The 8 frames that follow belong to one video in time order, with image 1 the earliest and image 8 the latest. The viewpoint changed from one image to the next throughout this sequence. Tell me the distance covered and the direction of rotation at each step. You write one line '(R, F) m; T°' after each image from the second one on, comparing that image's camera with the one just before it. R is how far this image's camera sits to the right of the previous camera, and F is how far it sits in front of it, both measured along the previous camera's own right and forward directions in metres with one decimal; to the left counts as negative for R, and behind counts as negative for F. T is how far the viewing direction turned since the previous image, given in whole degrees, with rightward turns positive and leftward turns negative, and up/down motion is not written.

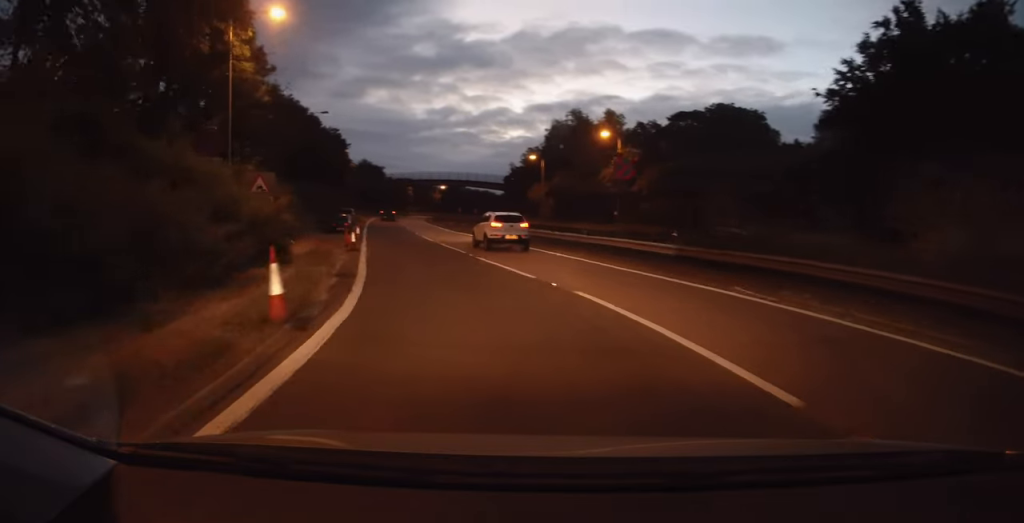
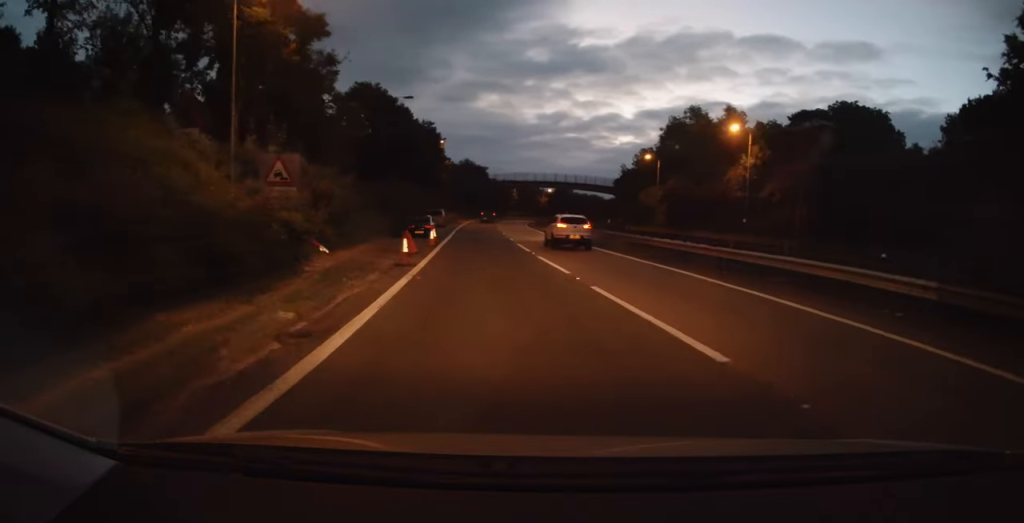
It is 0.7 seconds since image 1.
(-0.8, +7.4) m; -10°
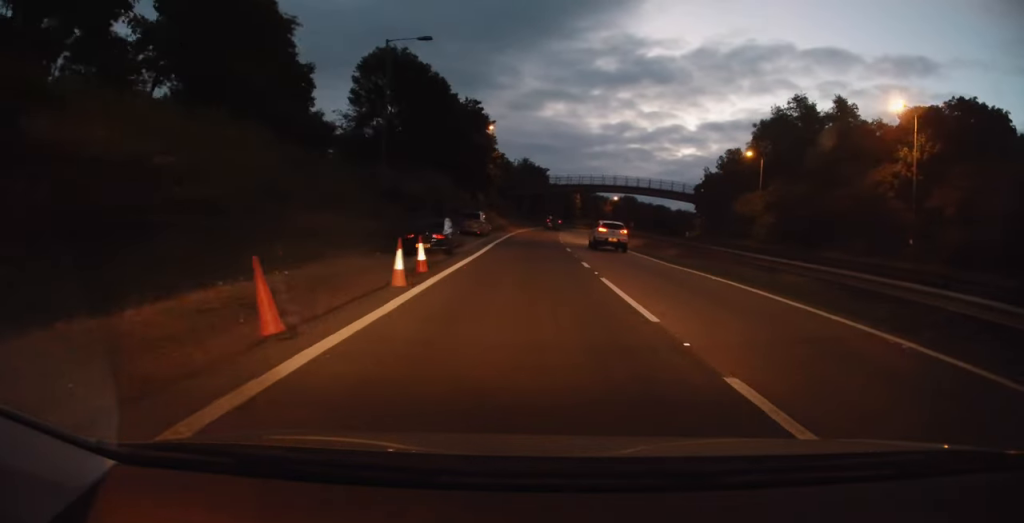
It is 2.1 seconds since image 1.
(-2.1, +15.2) m; -9°
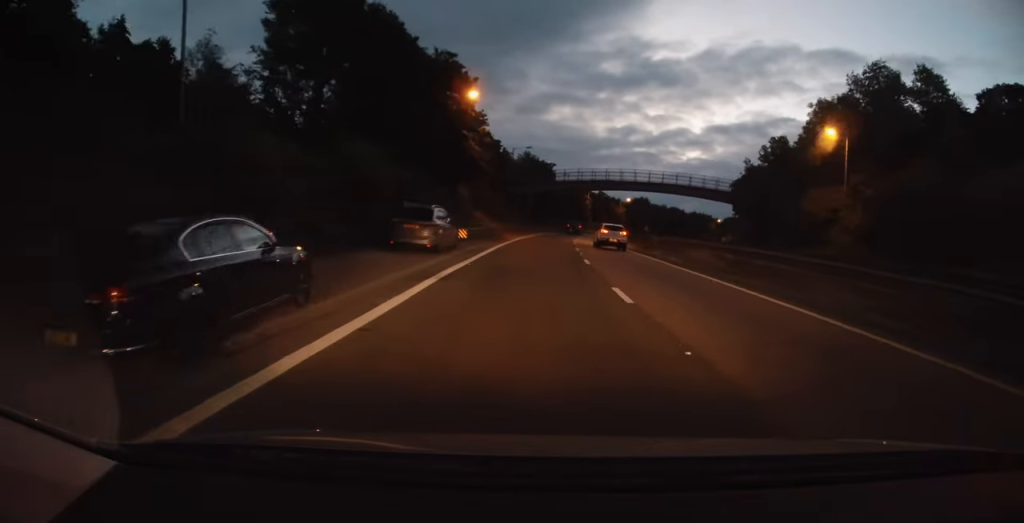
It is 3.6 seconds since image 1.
(+0.2, +16.5) m; +1°
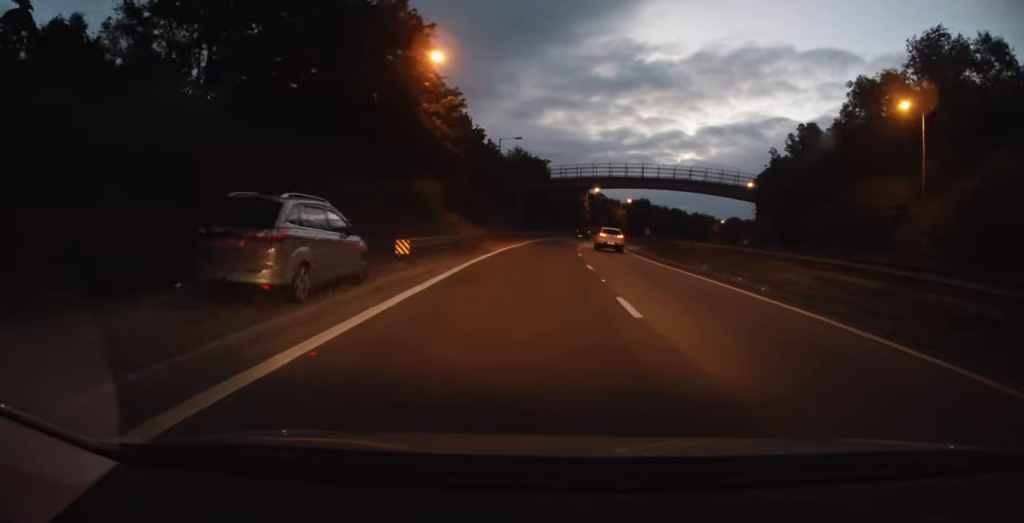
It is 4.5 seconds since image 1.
(0.0, +10.5) m; 0°
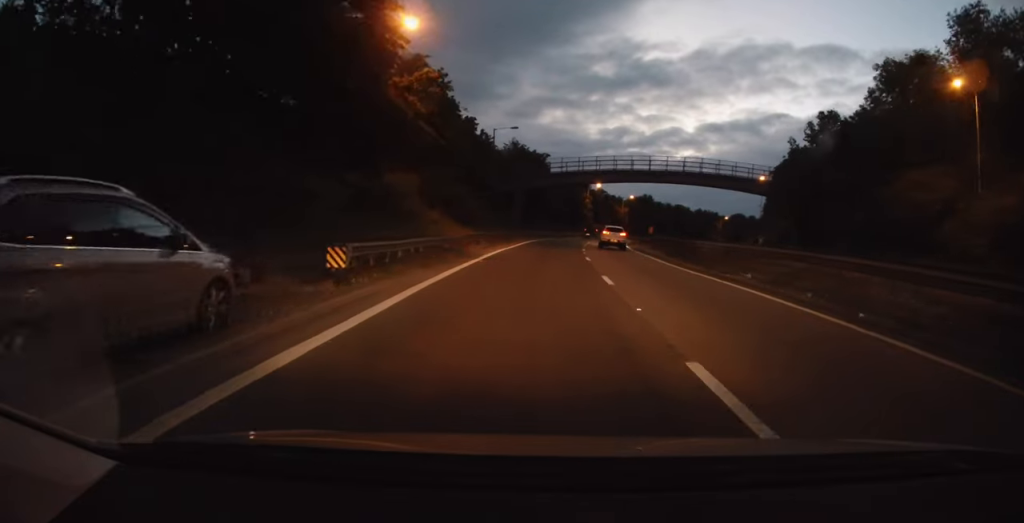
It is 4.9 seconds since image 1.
(0.0, +5.1) m; 0°
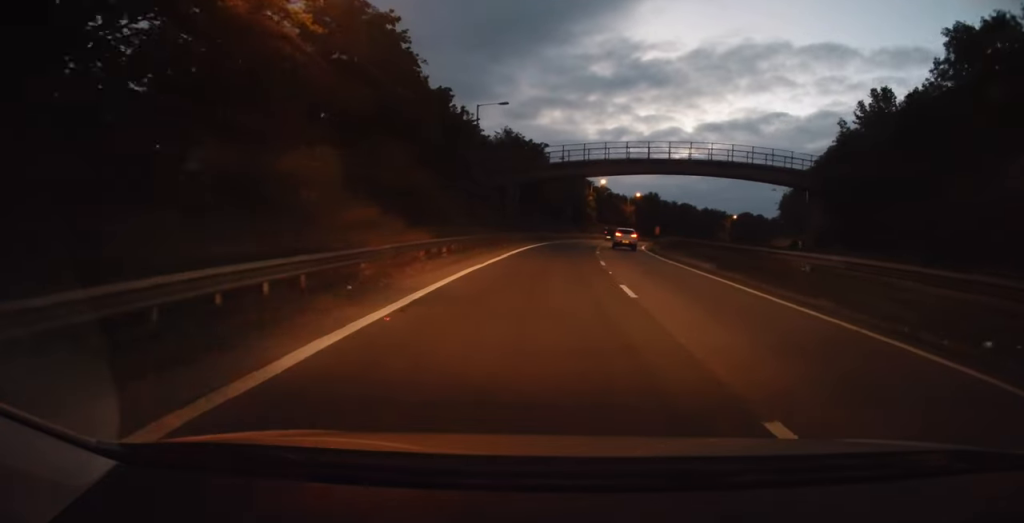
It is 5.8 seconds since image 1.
(0.0, +10.8) m; 0°
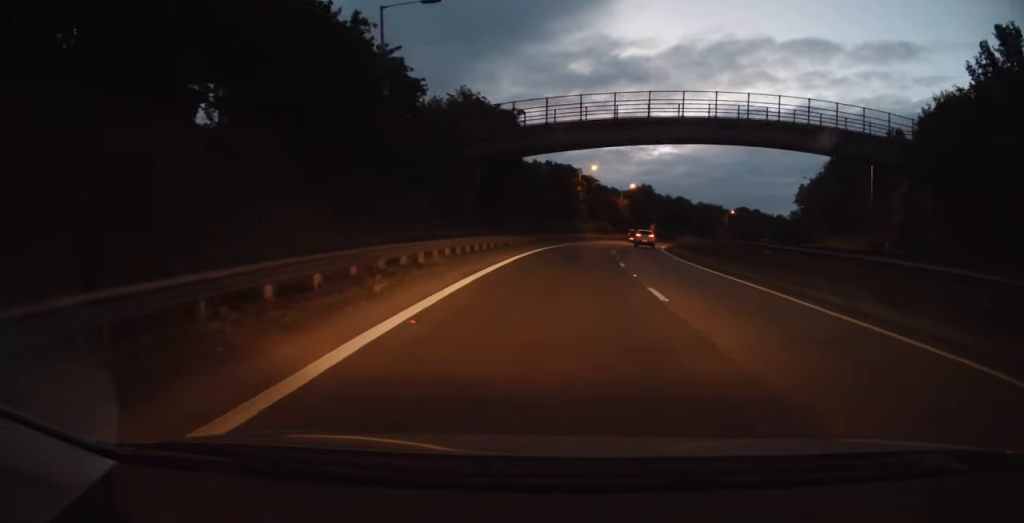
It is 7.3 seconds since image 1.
(-0.1, +19.2) m; +2°
